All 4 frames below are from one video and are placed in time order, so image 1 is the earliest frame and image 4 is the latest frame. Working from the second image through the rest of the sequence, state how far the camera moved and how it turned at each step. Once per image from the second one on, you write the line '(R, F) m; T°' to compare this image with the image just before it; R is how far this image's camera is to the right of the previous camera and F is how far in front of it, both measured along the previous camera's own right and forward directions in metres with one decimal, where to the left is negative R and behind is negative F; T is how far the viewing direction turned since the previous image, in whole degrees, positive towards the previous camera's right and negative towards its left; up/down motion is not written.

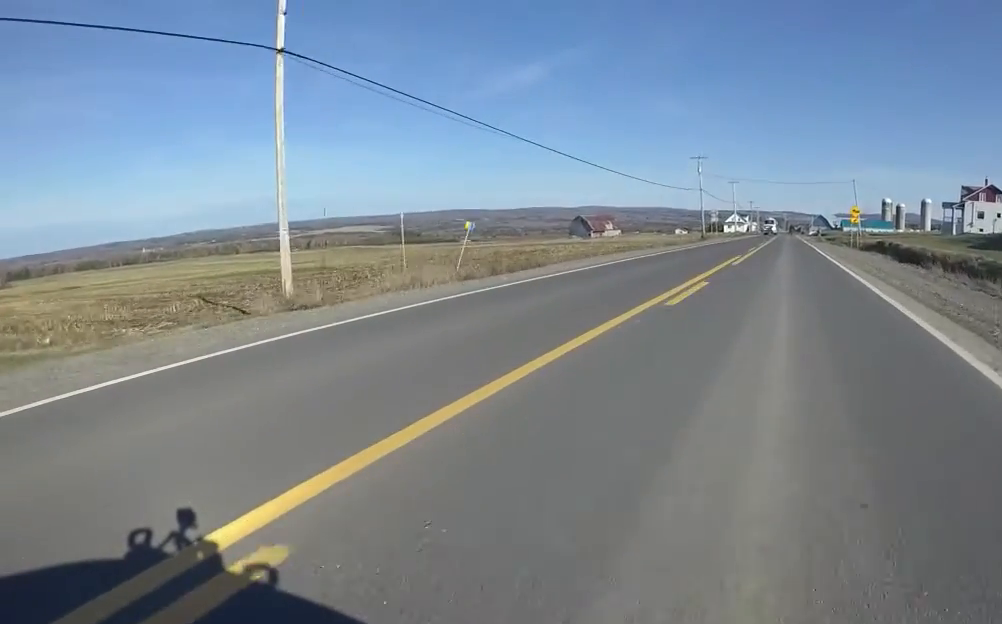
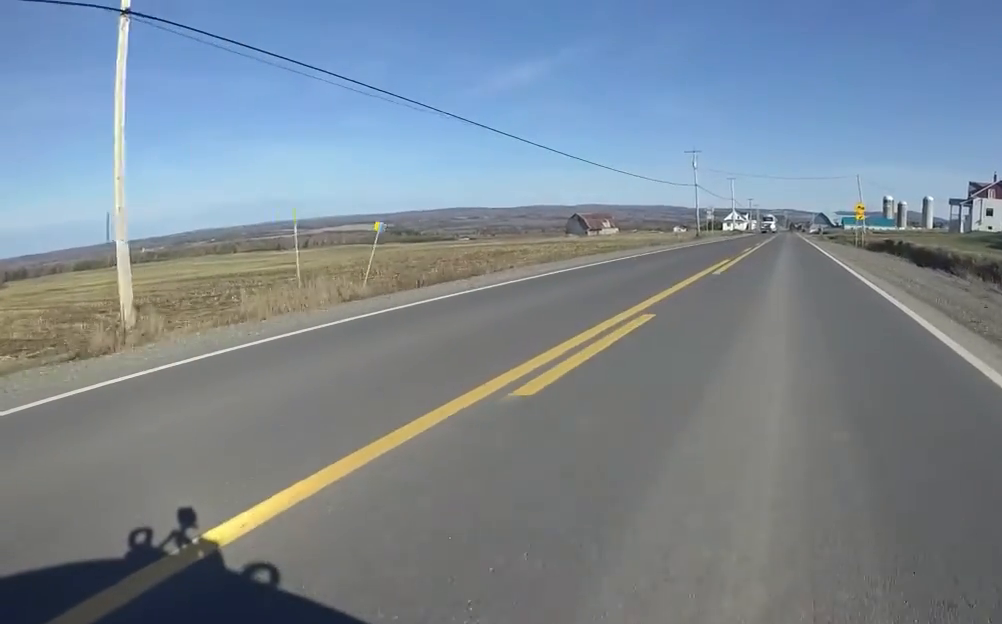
(-0.4, +4.1) m; 0°
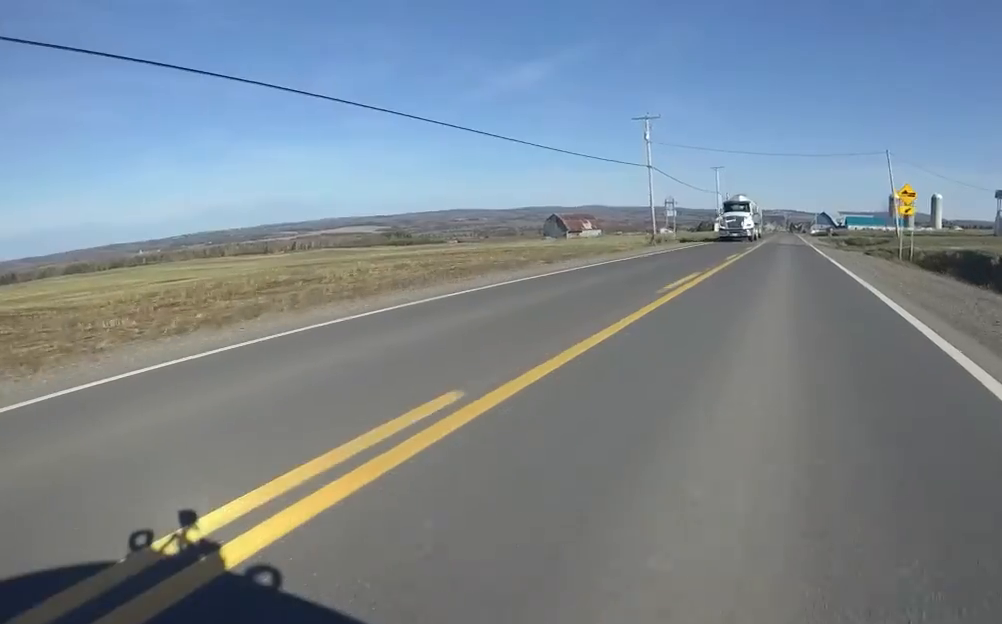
(+2.6, +21.9) m; +2°
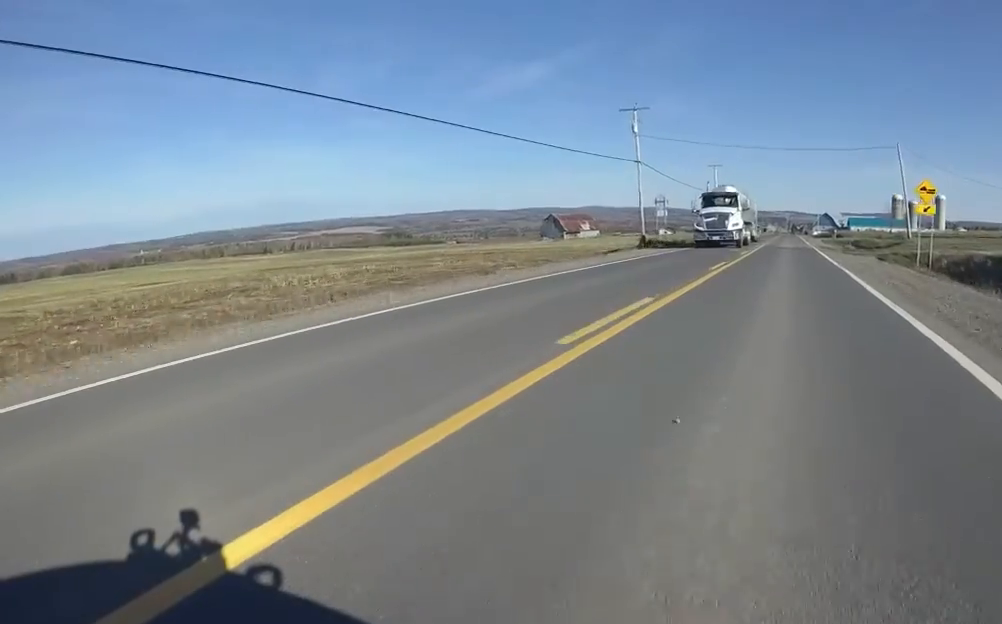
(-0.2, +4.0) m; -2°
